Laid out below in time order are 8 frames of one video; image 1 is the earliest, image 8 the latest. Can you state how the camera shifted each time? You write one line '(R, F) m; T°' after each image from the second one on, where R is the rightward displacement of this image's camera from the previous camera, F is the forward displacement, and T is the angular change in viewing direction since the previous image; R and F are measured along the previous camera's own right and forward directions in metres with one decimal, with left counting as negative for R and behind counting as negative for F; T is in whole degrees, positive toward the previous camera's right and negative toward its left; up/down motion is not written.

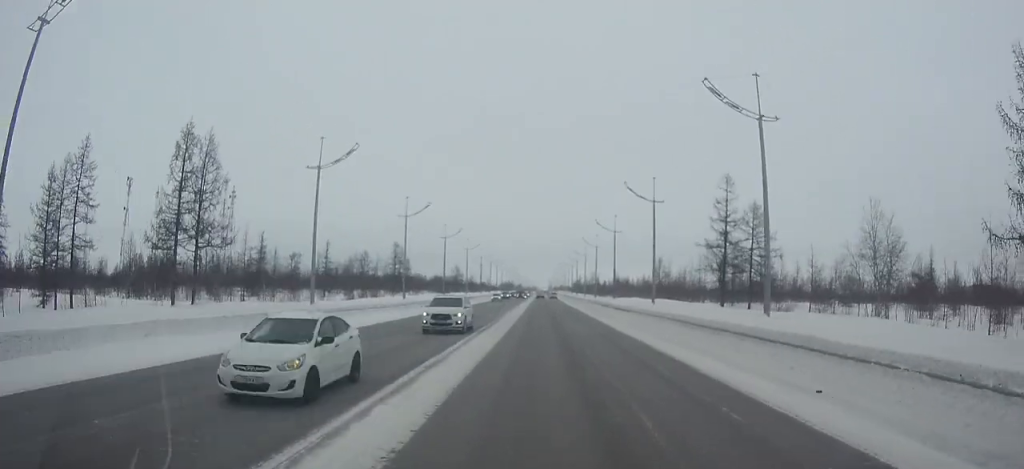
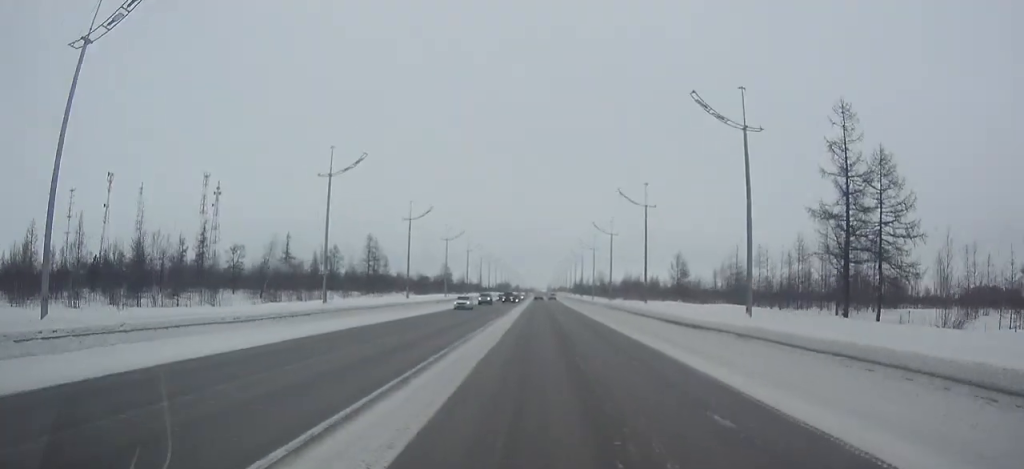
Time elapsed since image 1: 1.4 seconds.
(+0.1, +22.5) m; 0°
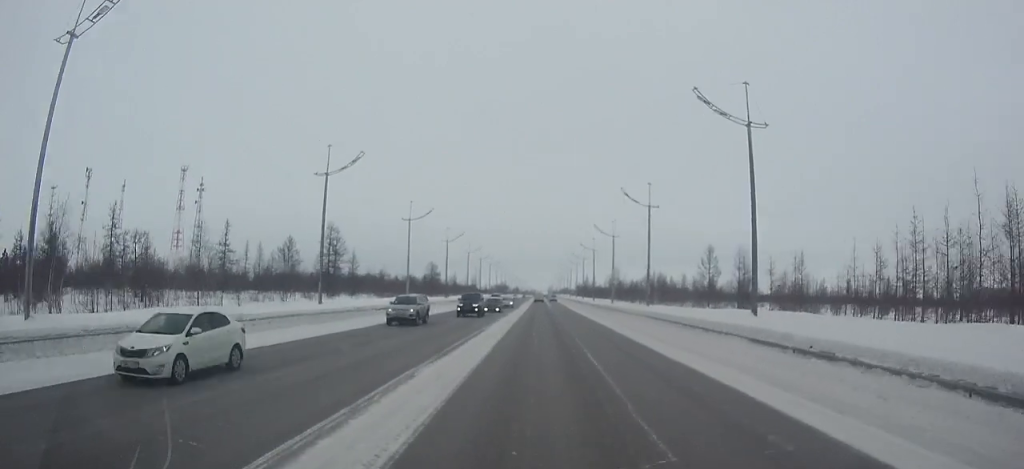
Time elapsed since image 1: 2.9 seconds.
(0.0, +25.8) m; 0°
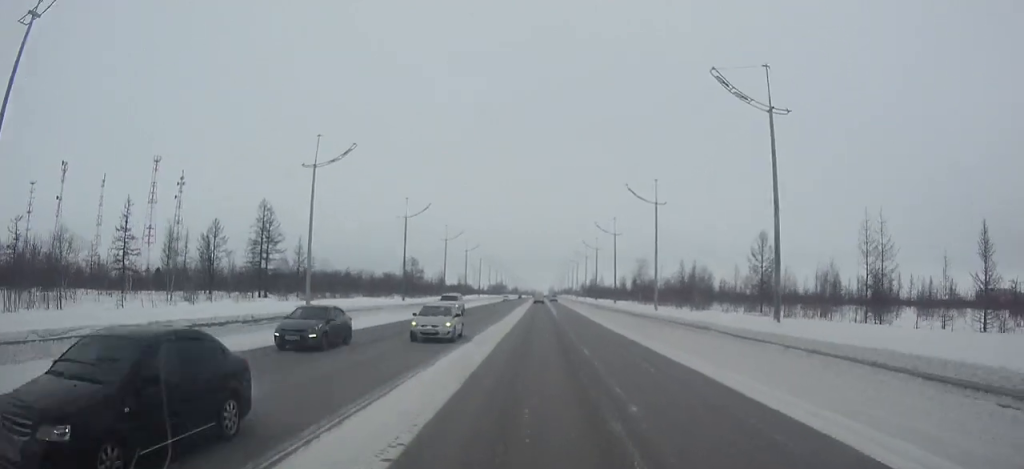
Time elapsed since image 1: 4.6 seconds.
(0.0, +27.3) m; 0°
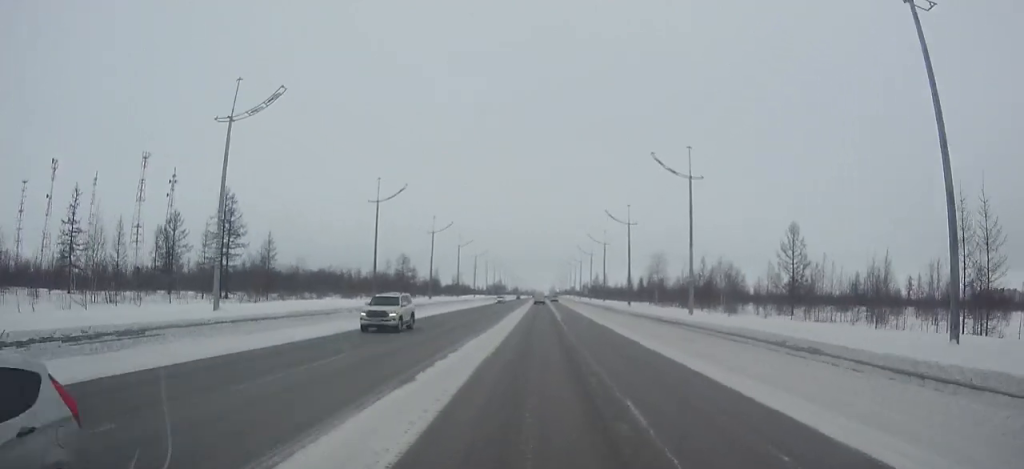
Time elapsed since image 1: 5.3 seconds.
(0.0, +10.8) m; 0°
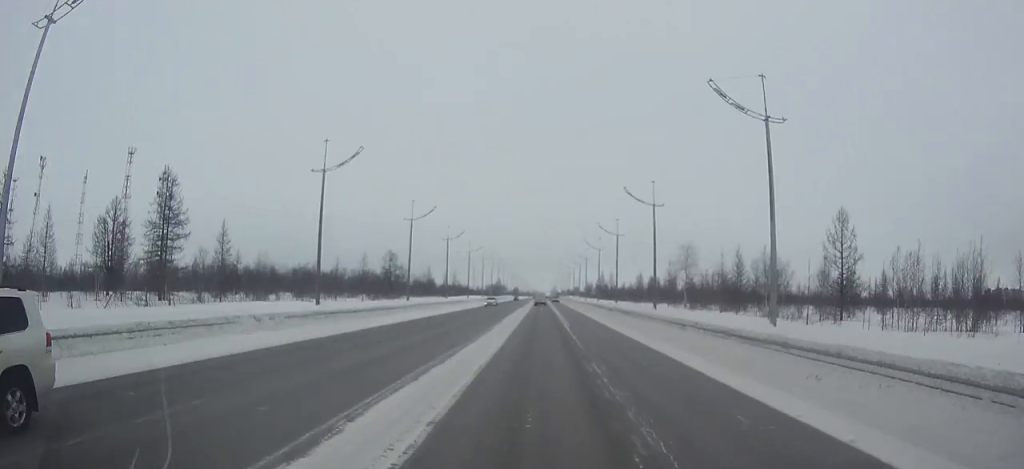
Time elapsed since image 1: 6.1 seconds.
(0.0, +12.8) m; 0°
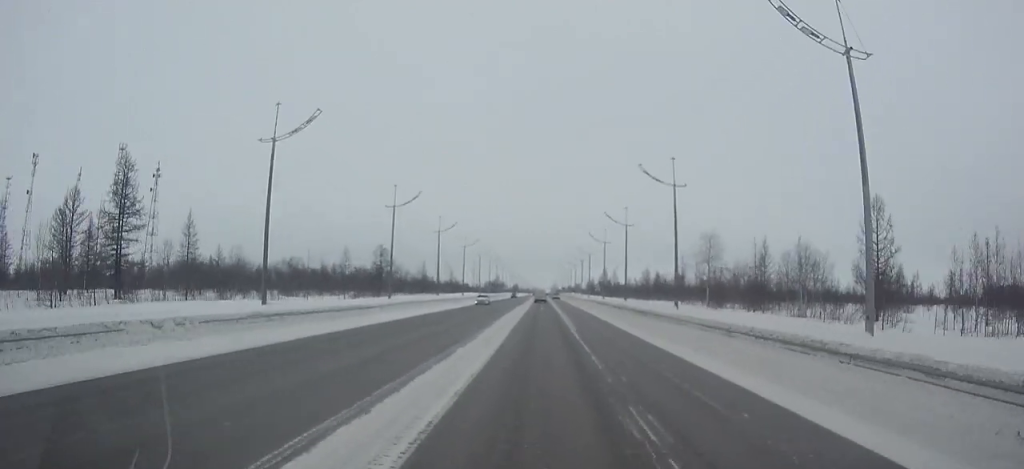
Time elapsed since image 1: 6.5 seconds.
(0.0, +7.4) m; 0°
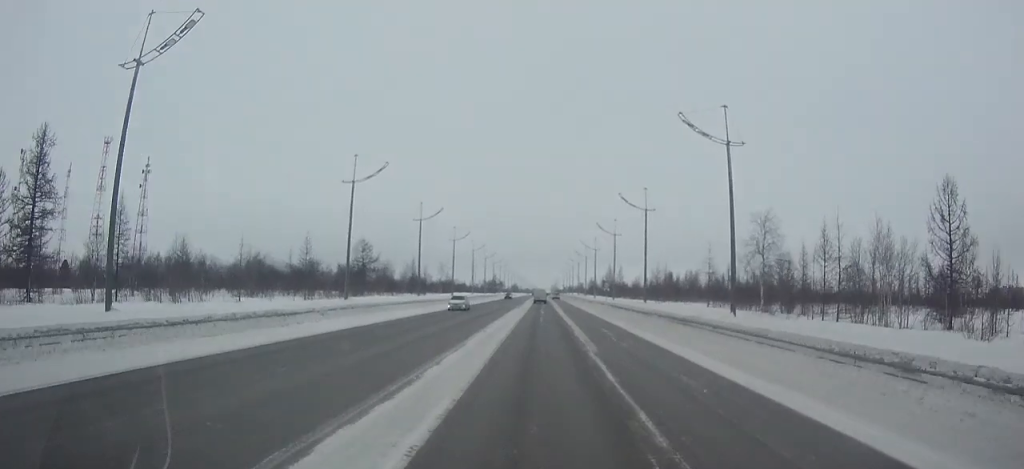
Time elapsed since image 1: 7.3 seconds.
(0.0, +11.8) m; 0°
